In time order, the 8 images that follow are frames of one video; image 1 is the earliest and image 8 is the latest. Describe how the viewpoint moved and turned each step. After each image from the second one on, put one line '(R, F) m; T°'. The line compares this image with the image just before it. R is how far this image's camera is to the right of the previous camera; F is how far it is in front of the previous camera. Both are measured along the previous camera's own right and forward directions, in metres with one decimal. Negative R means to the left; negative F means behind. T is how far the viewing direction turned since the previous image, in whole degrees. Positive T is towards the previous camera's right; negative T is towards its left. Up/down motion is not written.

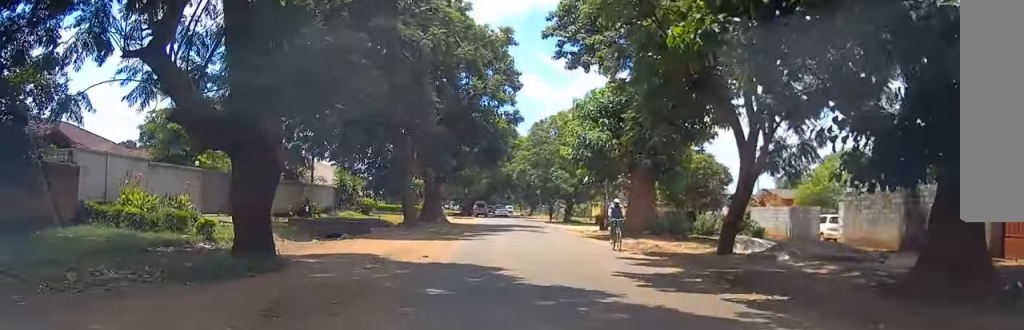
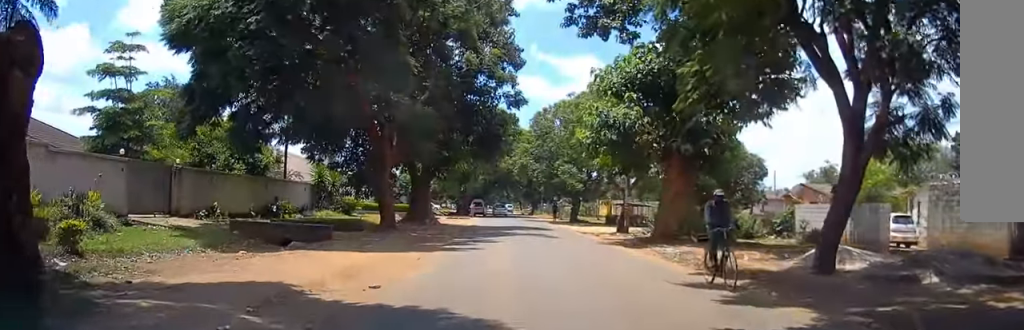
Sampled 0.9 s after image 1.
(0.0, +7.0) m; 0°
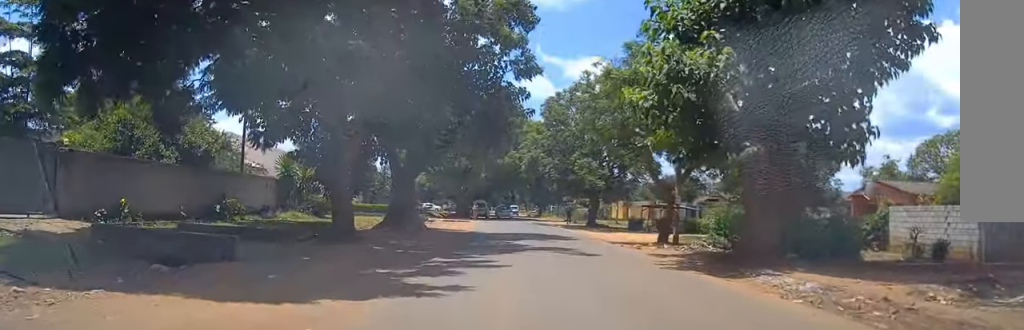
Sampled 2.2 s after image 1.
(+0.1, +9.3) m; +1°
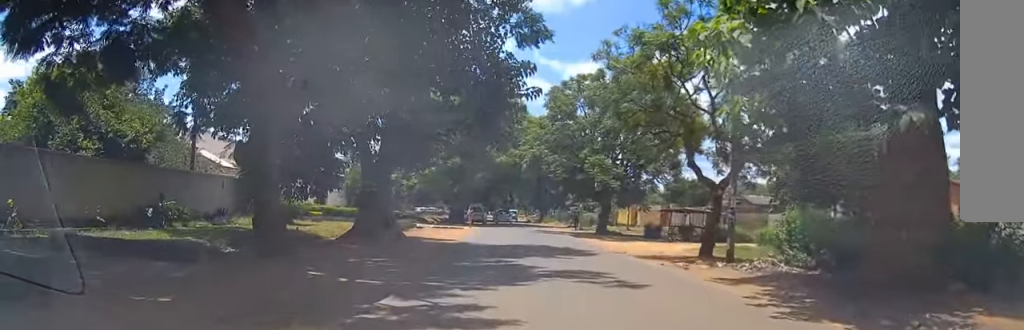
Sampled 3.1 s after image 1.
(0.0, +6.5) m; 0°
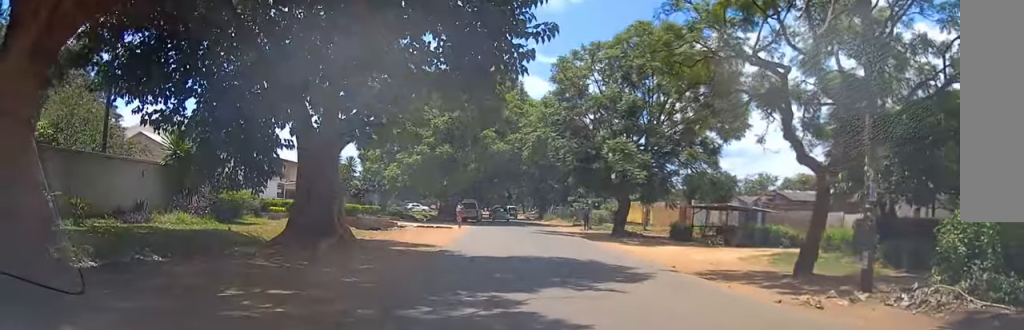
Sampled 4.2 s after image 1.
(-0.1, +7.8) m; 0°
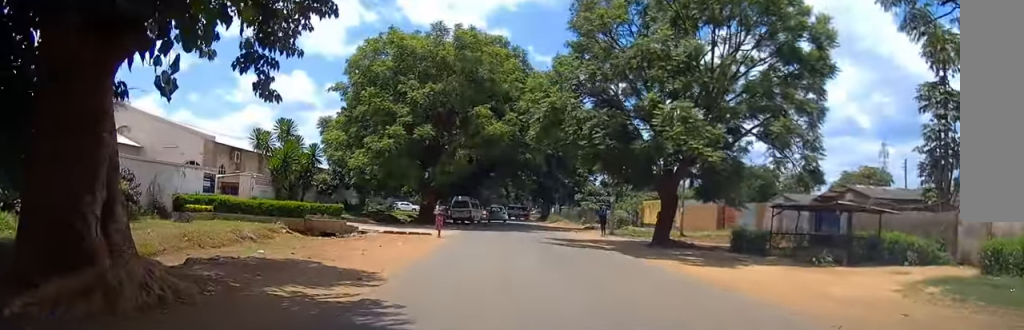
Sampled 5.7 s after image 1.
(0.0, +10.8) m; 0°
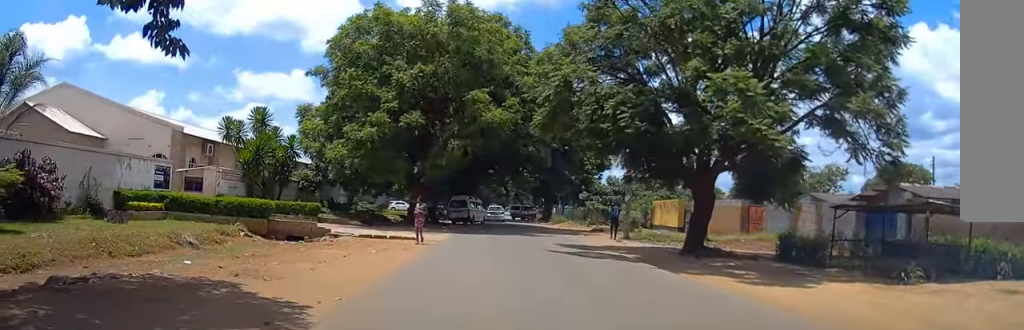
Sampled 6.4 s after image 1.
(0.0, +5.1) m; 0°
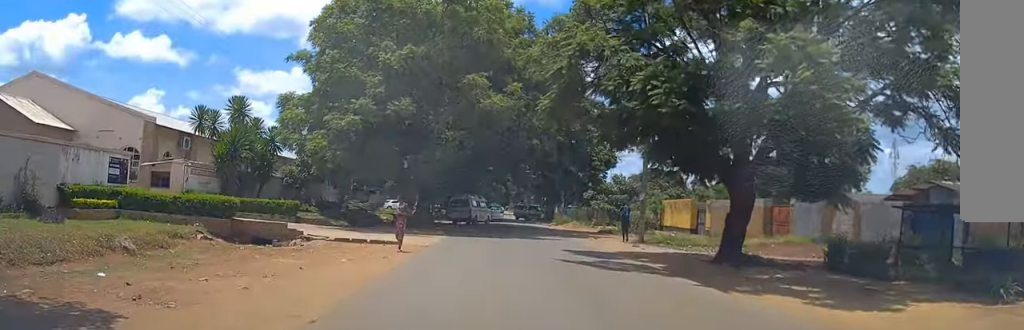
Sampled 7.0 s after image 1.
(0.0, +3.8) m; -1°
